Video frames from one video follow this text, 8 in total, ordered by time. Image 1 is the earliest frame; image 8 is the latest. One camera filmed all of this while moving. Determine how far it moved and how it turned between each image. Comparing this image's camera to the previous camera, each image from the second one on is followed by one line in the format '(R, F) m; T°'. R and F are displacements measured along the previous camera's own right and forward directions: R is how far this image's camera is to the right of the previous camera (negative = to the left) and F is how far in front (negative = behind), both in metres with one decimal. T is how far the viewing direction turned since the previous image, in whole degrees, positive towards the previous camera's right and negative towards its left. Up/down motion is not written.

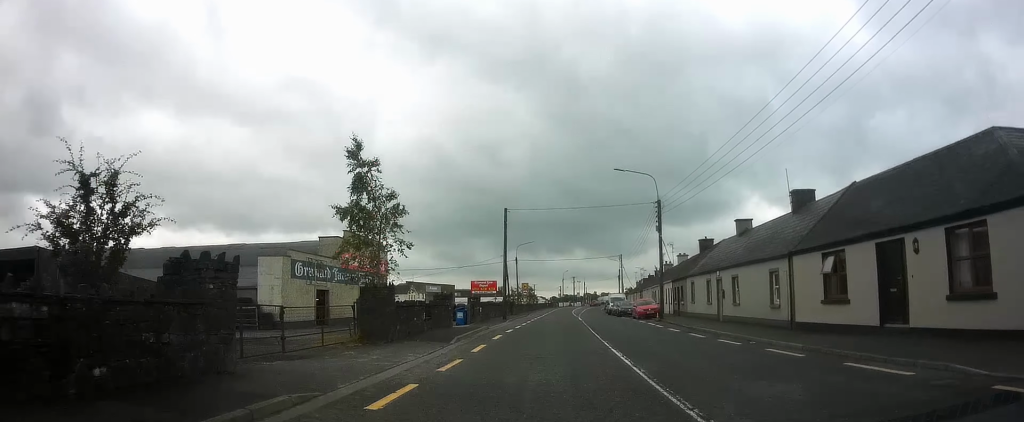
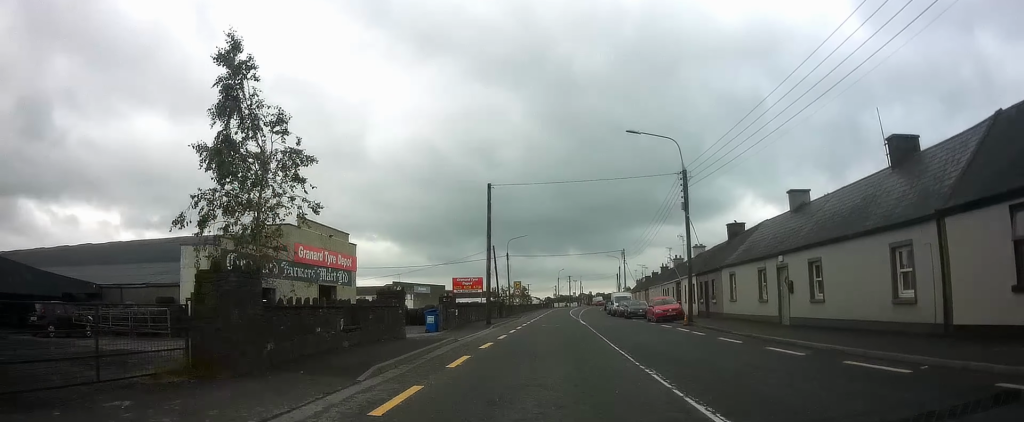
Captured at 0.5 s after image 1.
(+0.2, +8.1) m; +1°
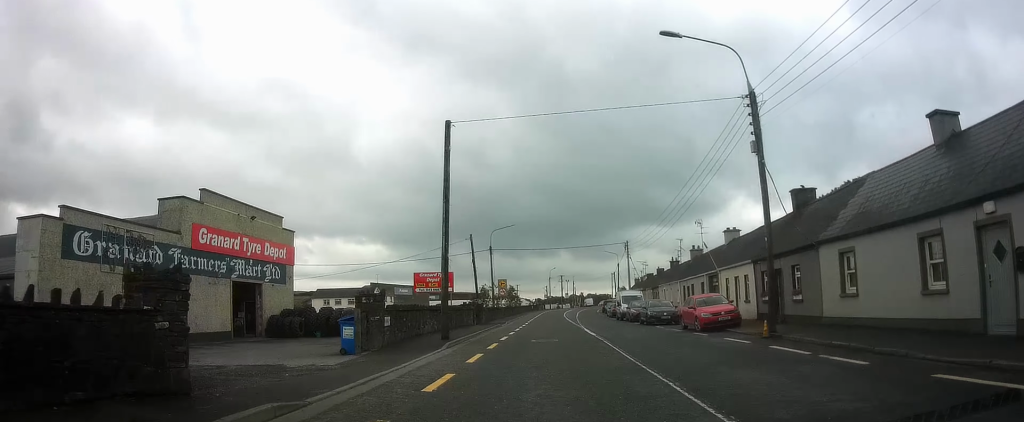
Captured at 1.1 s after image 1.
(+0.1, +11.0) m; +2°
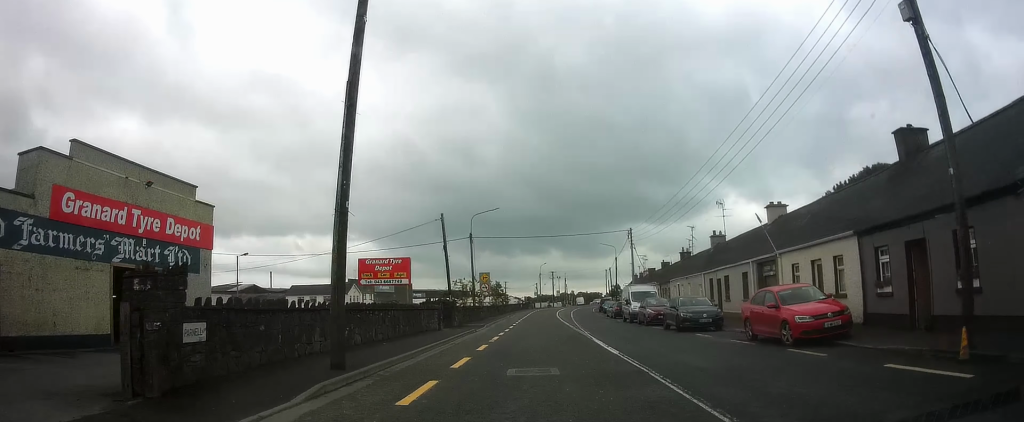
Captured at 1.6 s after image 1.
(+0.2, +9.3) m; +1°
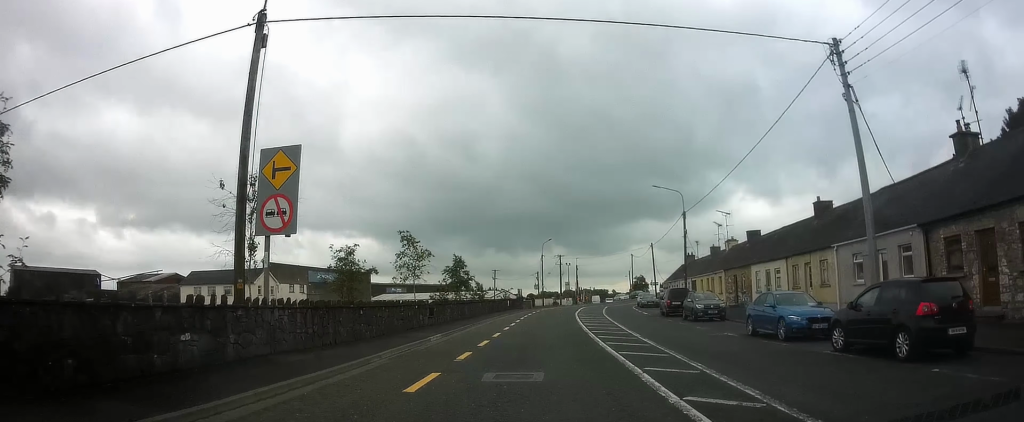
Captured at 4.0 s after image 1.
(-0.3, +40.2) m; -1°
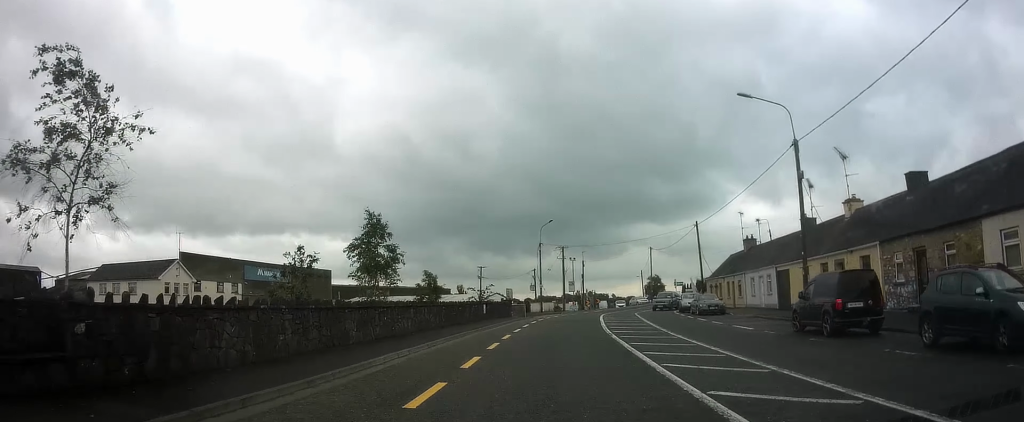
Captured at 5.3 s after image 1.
(+0.3, +21.2) m; +1°
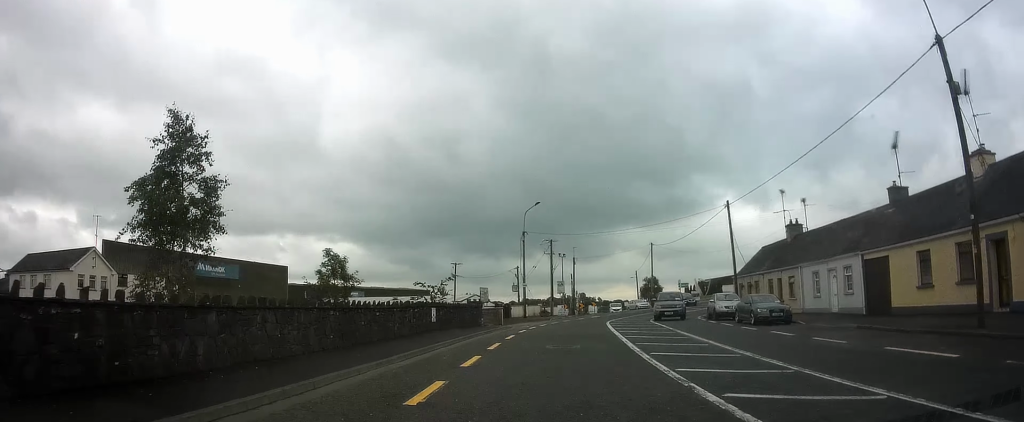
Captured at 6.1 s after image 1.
(0.0, +11.7) m; +1°
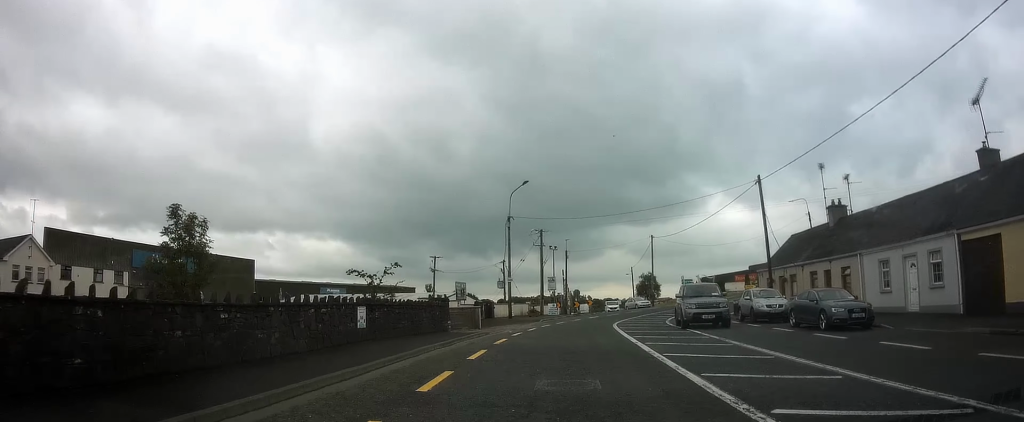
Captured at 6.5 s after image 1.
(+0.1, +7.3) m; +2°
